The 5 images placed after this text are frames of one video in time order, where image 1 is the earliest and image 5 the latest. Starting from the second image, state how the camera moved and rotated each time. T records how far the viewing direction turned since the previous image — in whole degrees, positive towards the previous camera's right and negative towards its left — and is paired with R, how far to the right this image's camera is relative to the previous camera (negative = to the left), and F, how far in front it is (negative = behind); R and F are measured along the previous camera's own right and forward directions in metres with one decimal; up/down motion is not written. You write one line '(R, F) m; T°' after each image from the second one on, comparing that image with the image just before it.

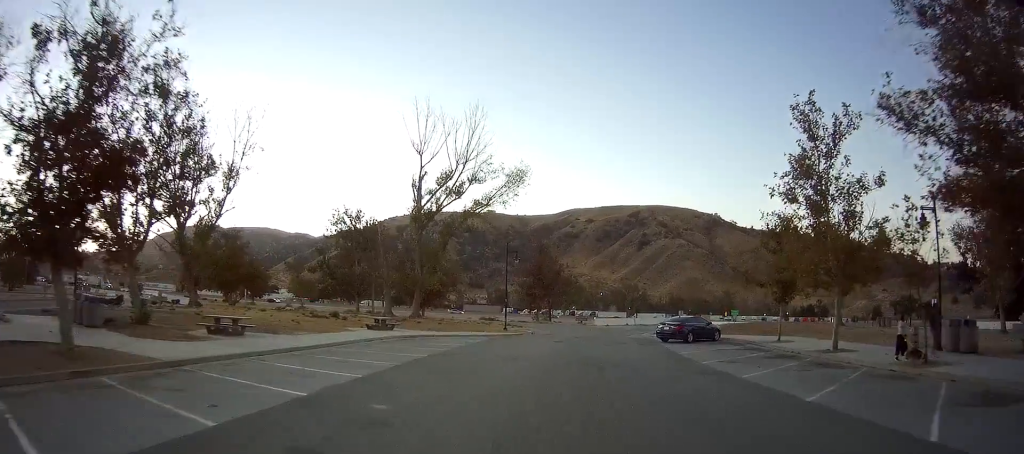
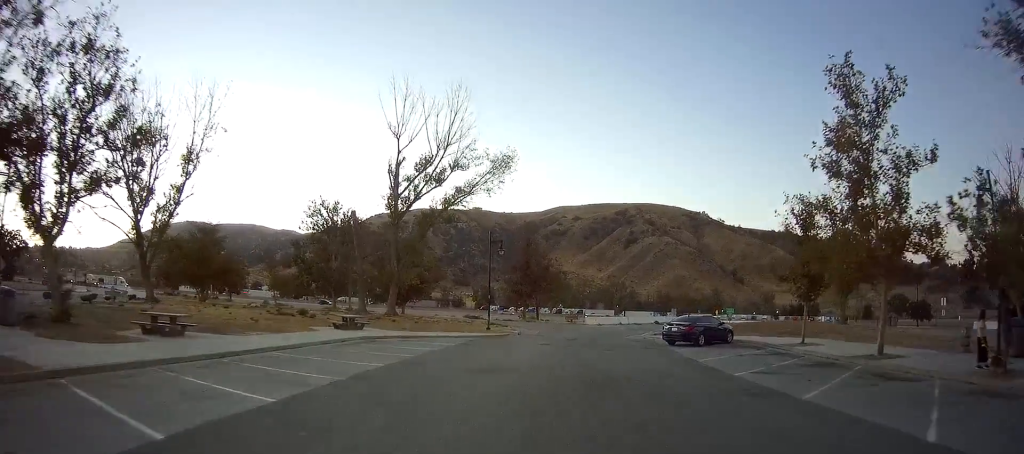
(+0.4, +4.1) m; +1°
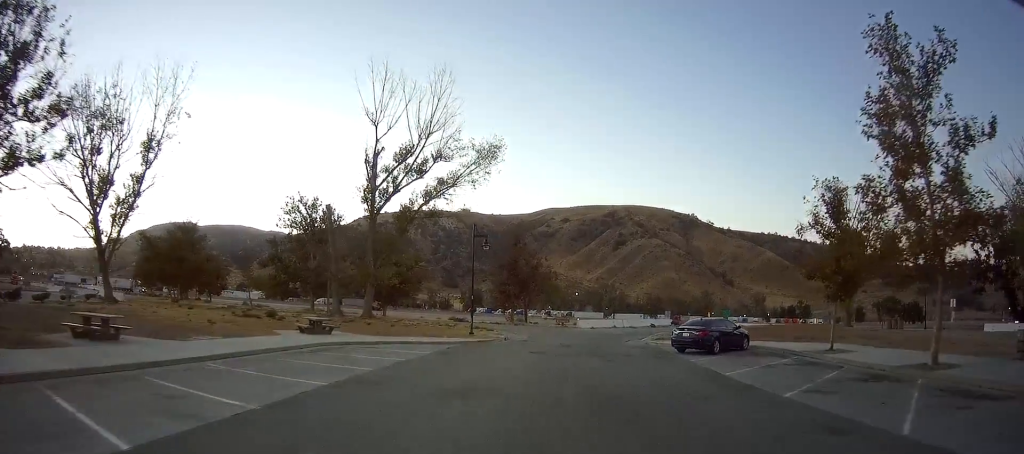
(-0.2, +3.6) m; +1°
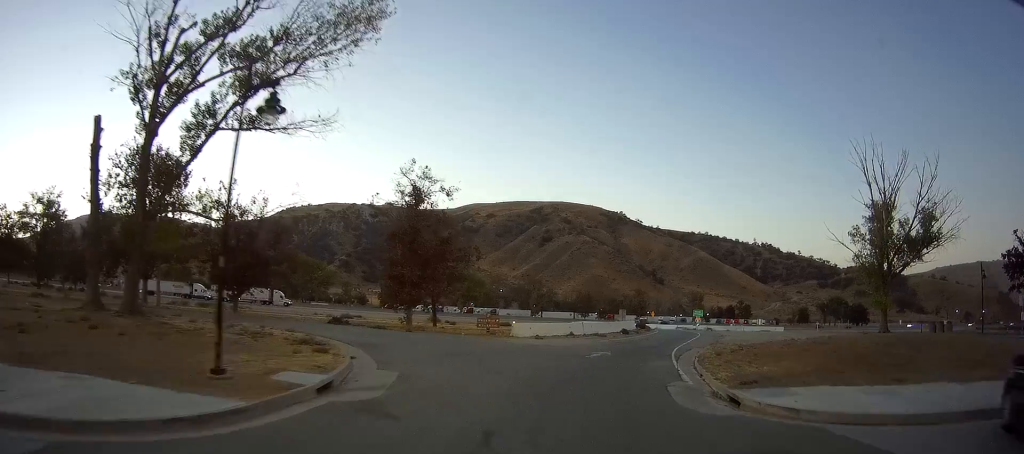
(+0.9, +20.0) m; +11°
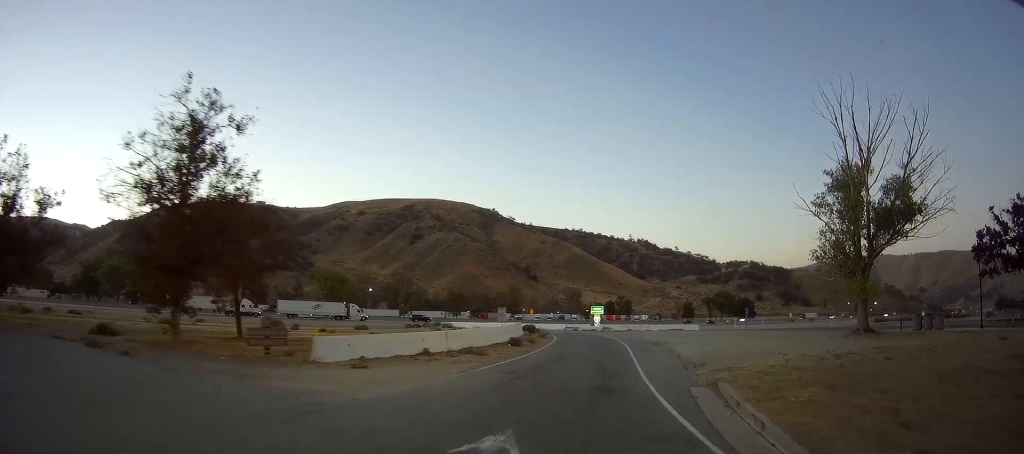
(+2.4, +13.8) m; +13°
